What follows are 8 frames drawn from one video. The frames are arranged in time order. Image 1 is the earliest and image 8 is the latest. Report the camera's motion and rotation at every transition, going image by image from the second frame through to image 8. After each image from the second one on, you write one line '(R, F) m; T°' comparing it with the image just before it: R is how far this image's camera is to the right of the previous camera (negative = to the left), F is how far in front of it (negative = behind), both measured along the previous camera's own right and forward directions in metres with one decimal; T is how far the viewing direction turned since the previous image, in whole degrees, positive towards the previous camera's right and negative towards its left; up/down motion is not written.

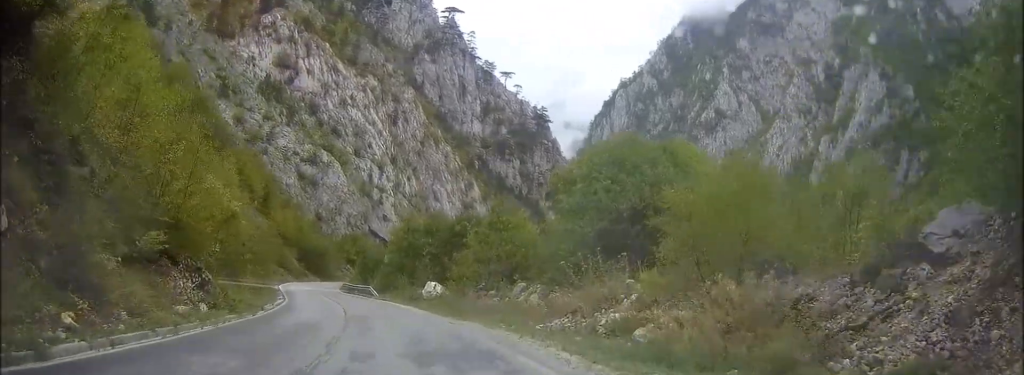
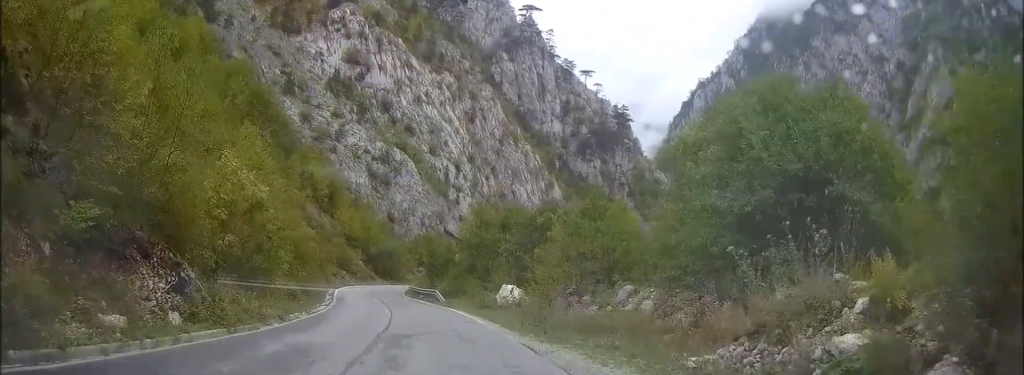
(-0.2, +6.3) m; -5°
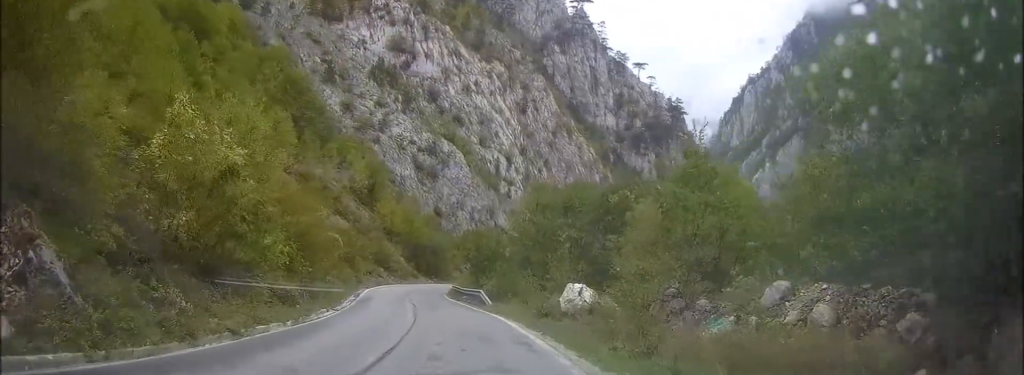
(-0.4, +7.6) m; -5°
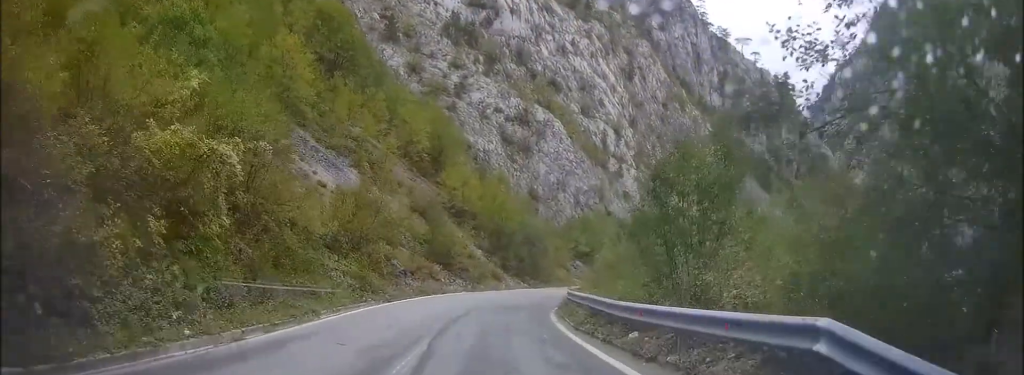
(-2.4, +28.8) m; -2°
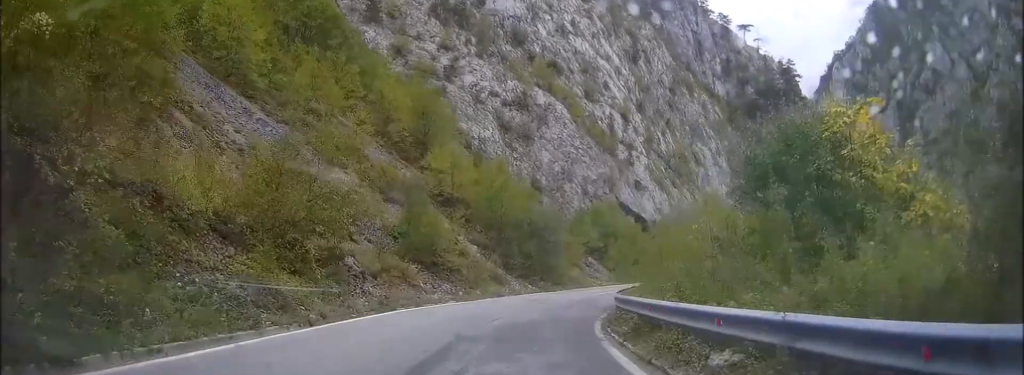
(+0.6, +12.0) m; +5°
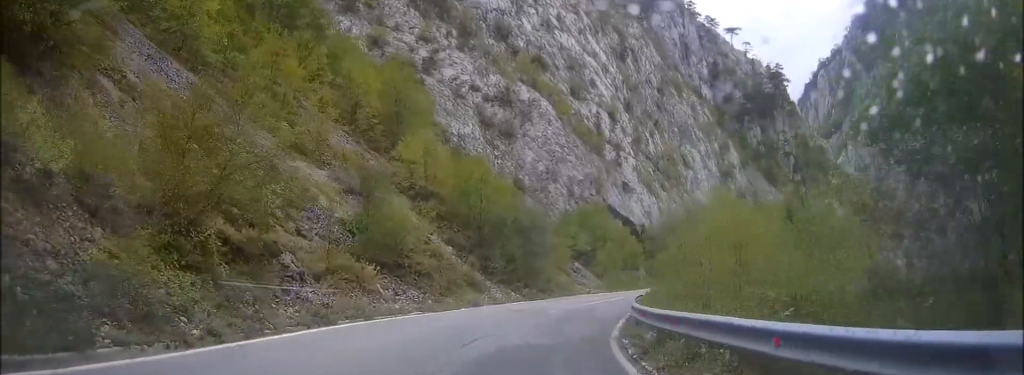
(+0.1, +6.0) m; +2°
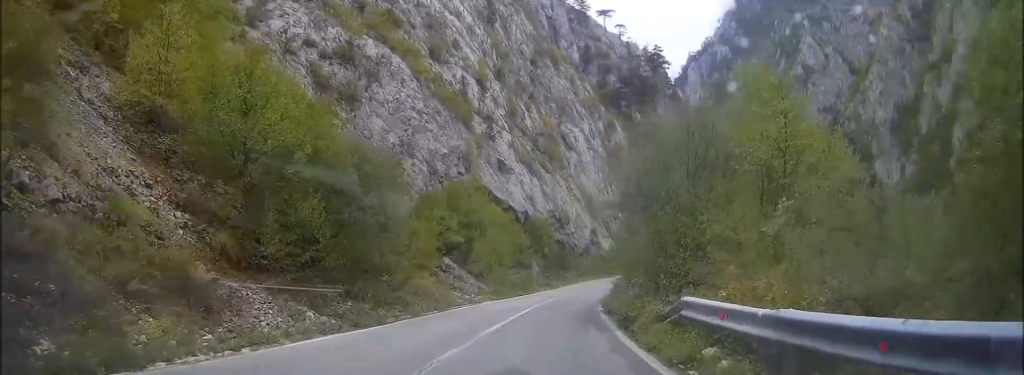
(+0.7, +23.3) m; +4°
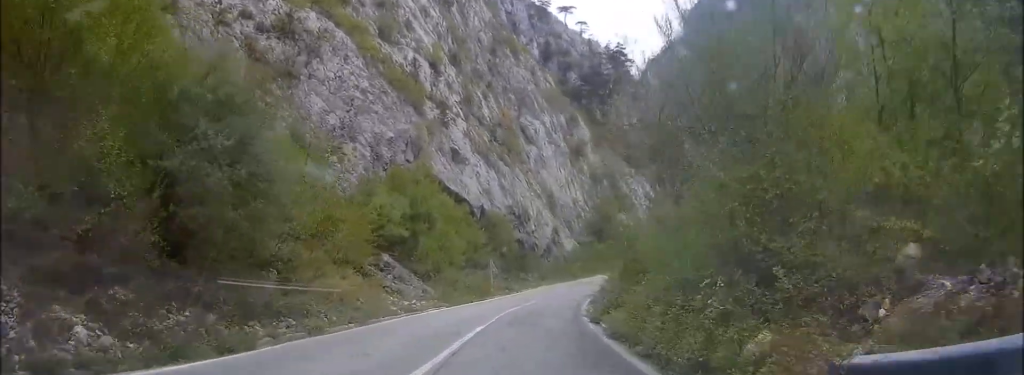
(+0.1, +9.1) m; +2°
